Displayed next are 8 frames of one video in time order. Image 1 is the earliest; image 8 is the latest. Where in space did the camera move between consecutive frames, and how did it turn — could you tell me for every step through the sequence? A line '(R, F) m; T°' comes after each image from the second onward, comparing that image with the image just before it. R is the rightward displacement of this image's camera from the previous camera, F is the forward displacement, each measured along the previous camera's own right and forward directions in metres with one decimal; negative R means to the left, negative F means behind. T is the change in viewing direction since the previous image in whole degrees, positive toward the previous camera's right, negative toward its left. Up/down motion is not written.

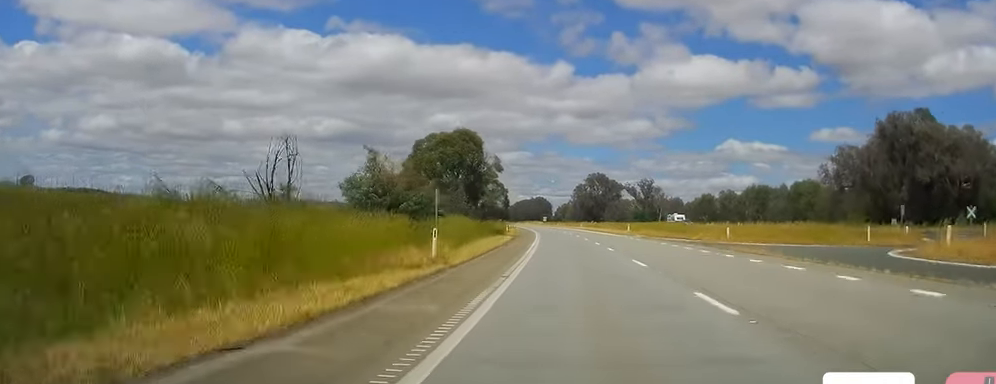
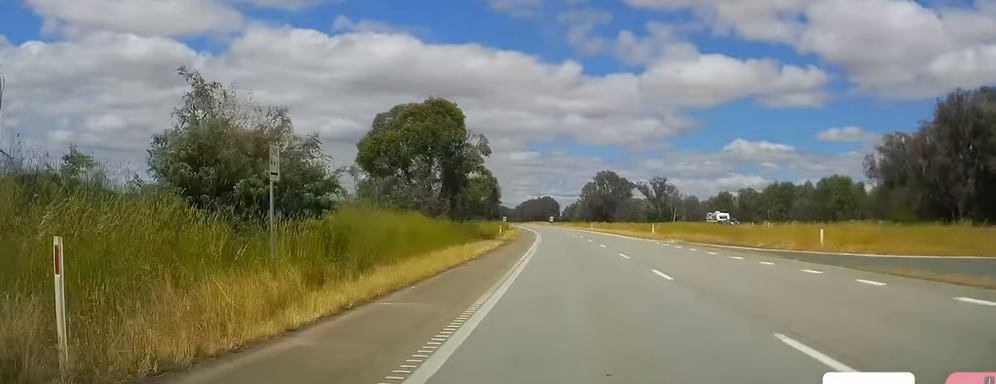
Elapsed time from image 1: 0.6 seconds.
(-0.2, +16.3) m; -1°
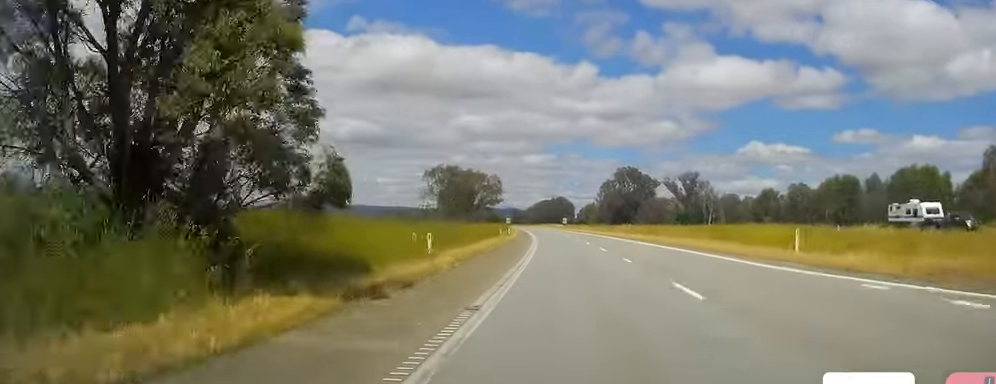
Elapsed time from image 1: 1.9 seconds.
(-0.5, +37.4) m; -2°
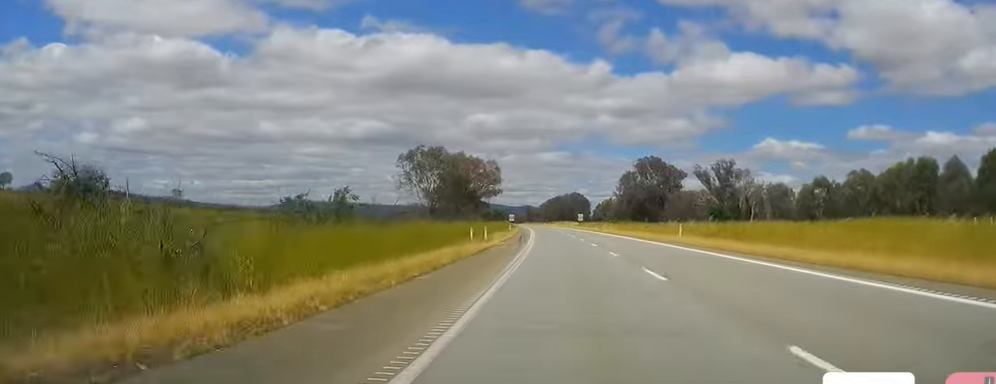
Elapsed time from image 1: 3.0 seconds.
(-0.3, +32.5) m; 0°
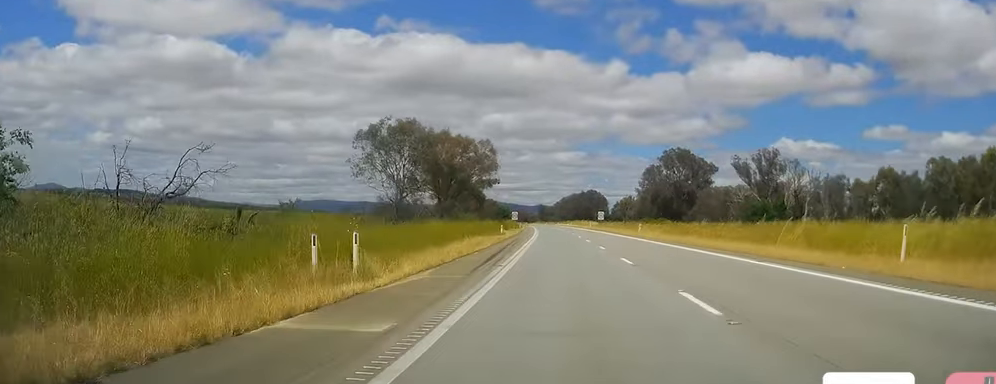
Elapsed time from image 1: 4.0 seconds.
(+0.3, +29.6) m; -1°
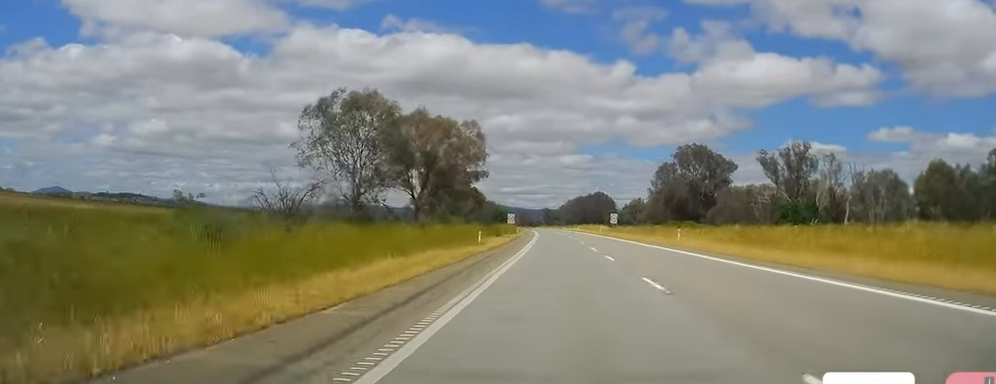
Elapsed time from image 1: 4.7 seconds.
(-0.5, +19.1) m; -2°
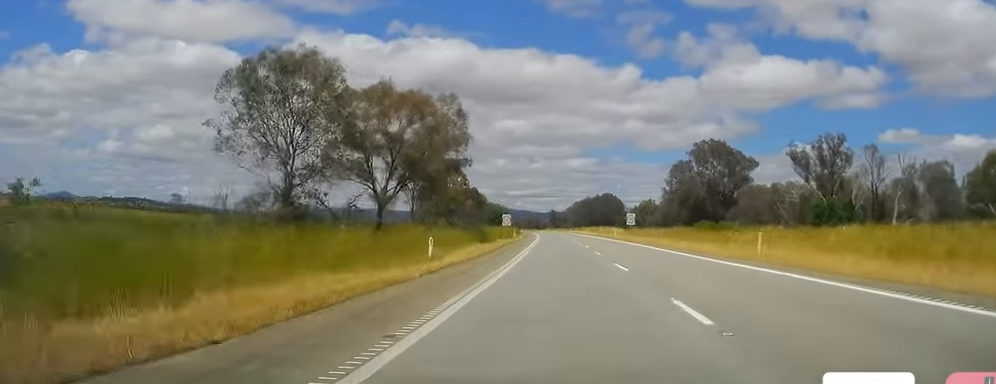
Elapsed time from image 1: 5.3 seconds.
(-0.3, +17.2) m; -1°
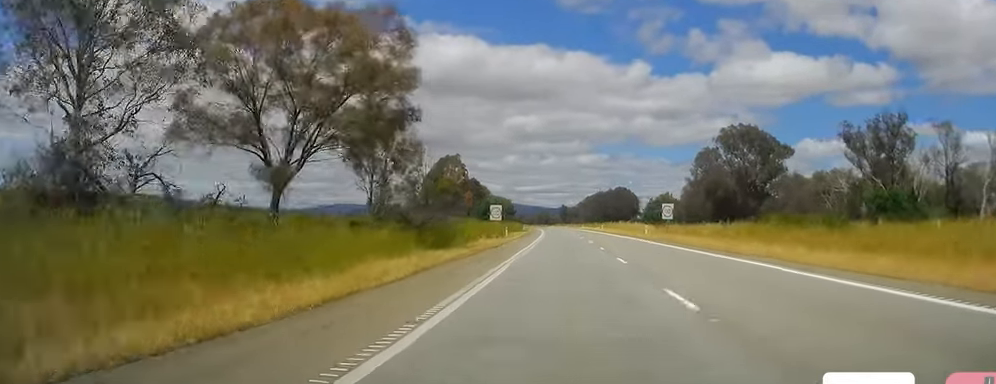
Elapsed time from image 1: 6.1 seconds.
(-0.4, +22.9) m; 0°
